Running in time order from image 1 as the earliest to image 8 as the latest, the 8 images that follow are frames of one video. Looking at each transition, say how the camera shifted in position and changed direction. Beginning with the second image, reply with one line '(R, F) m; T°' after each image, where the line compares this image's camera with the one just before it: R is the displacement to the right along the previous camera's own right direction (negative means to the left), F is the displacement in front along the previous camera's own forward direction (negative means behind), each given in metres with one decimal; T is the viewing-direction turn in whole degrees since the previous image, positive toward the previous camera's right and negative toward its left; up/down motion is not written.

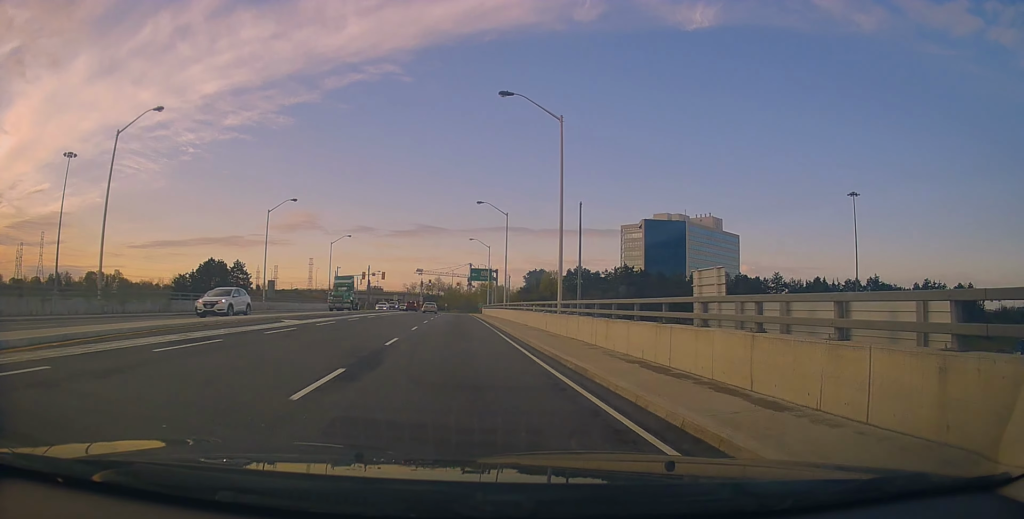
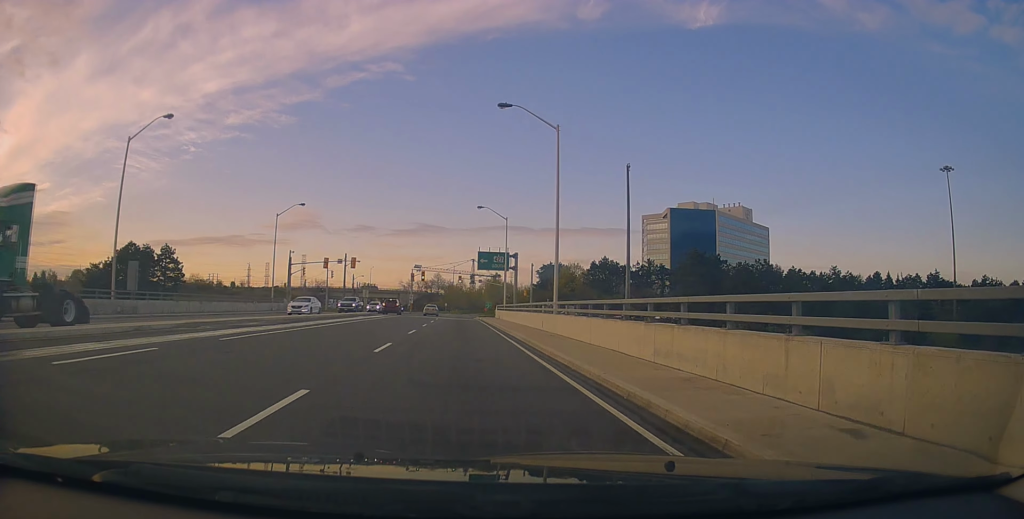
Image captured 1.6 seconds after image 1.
(-0.1, +28.9) m; +1°
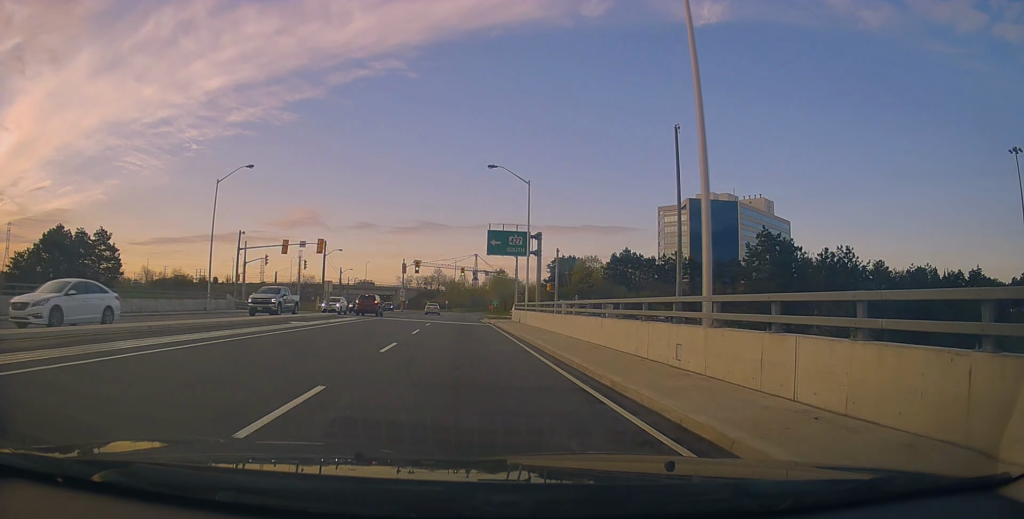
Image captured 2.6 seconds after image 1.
(+0.3, +17.3) m; -1°
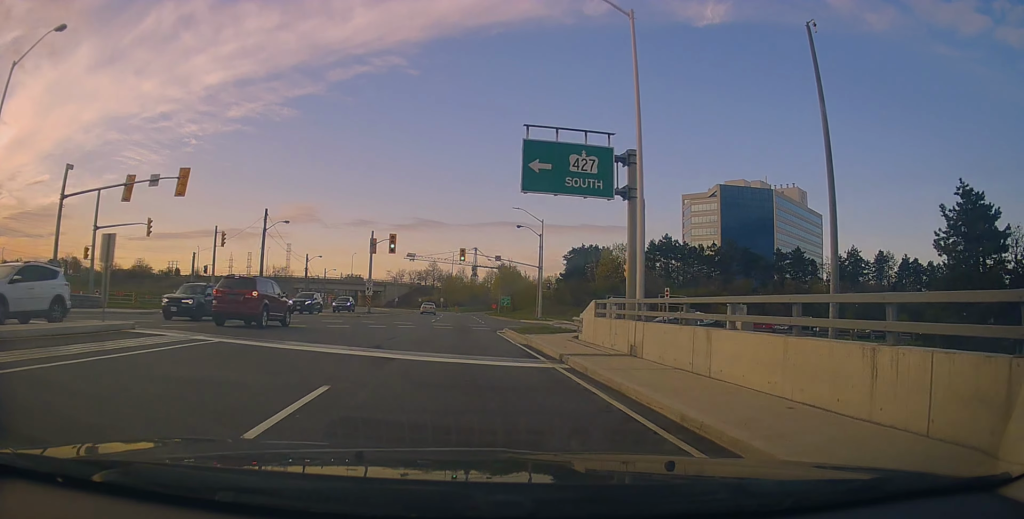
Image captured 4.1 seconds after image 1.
(-0.7, +26.8) m; -1°
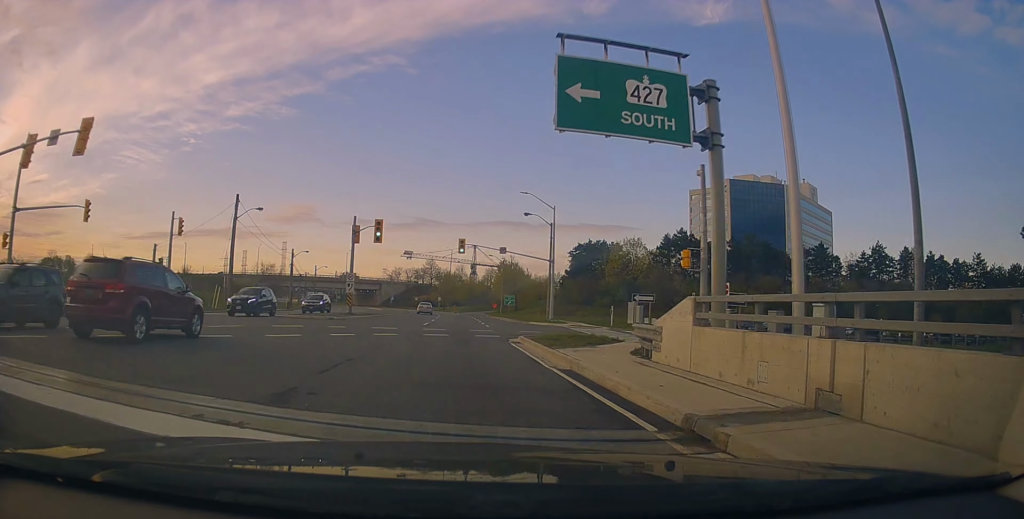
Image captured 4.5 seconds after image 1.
(+0.1, +7.6) m; 0°
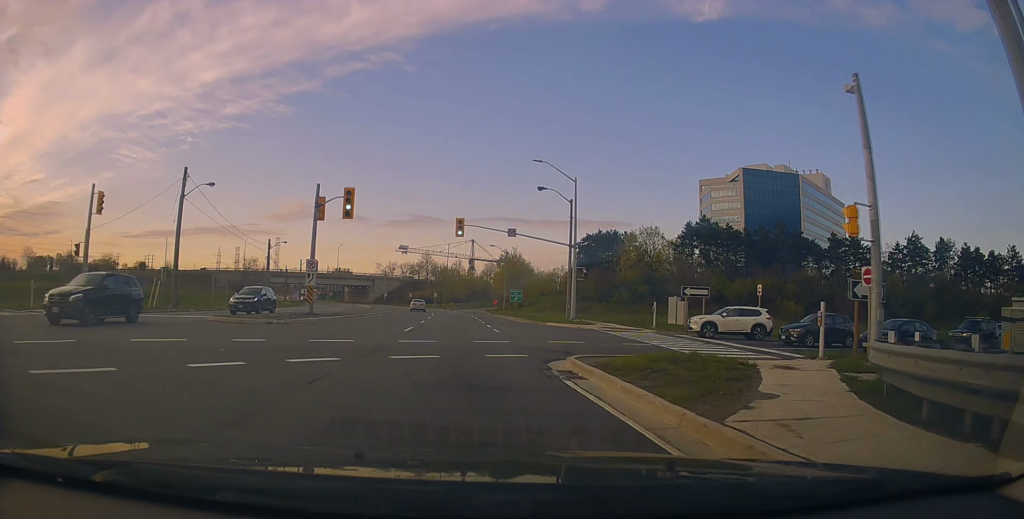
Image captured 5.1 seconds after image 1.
(-0.1, +10.6) m; +1°
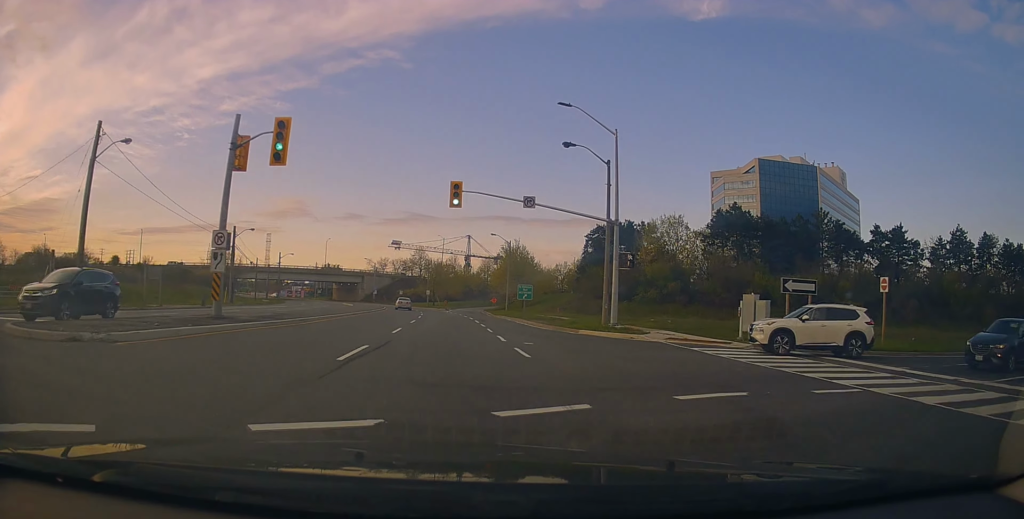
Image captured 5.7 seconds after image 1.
(-0.1, +11.5) m; +1°
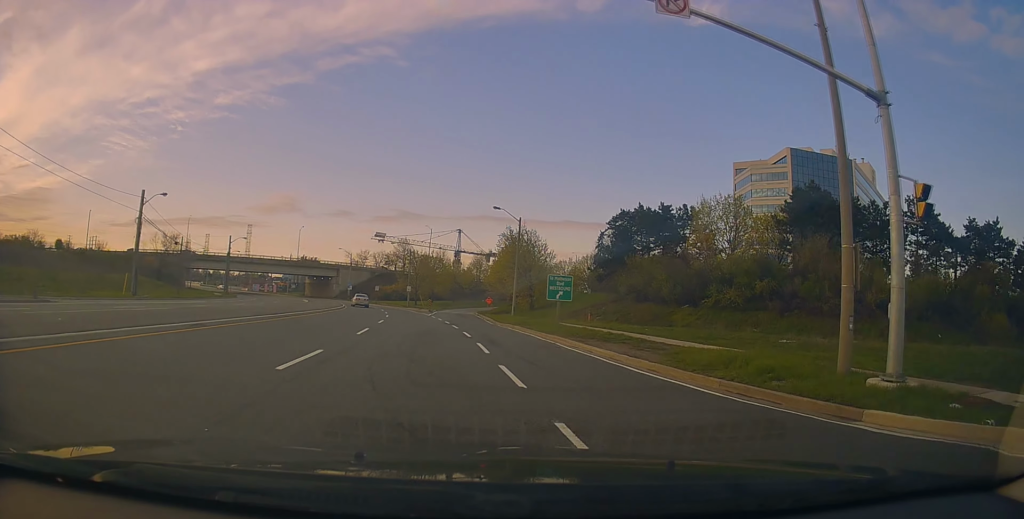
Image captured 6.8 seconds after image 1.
(+0.6, +20.2) m; +1°
